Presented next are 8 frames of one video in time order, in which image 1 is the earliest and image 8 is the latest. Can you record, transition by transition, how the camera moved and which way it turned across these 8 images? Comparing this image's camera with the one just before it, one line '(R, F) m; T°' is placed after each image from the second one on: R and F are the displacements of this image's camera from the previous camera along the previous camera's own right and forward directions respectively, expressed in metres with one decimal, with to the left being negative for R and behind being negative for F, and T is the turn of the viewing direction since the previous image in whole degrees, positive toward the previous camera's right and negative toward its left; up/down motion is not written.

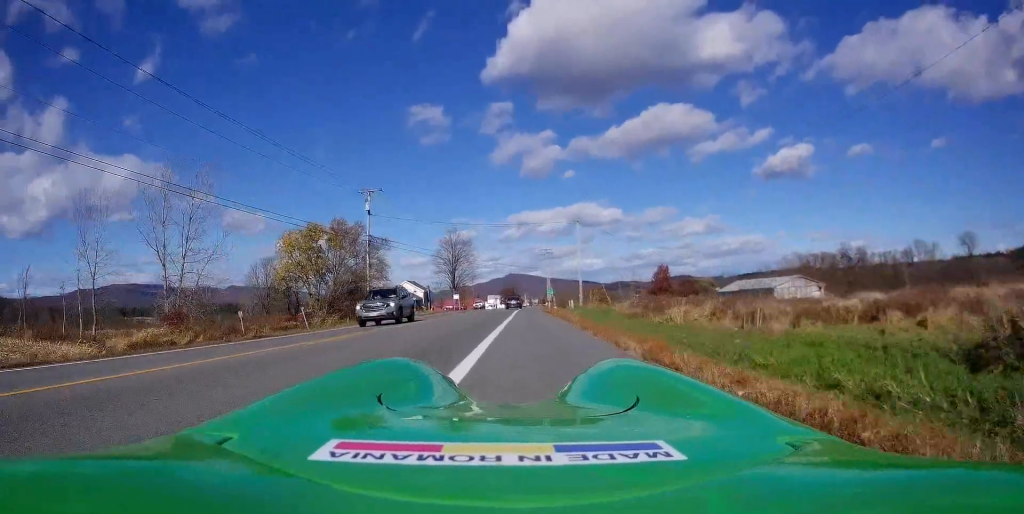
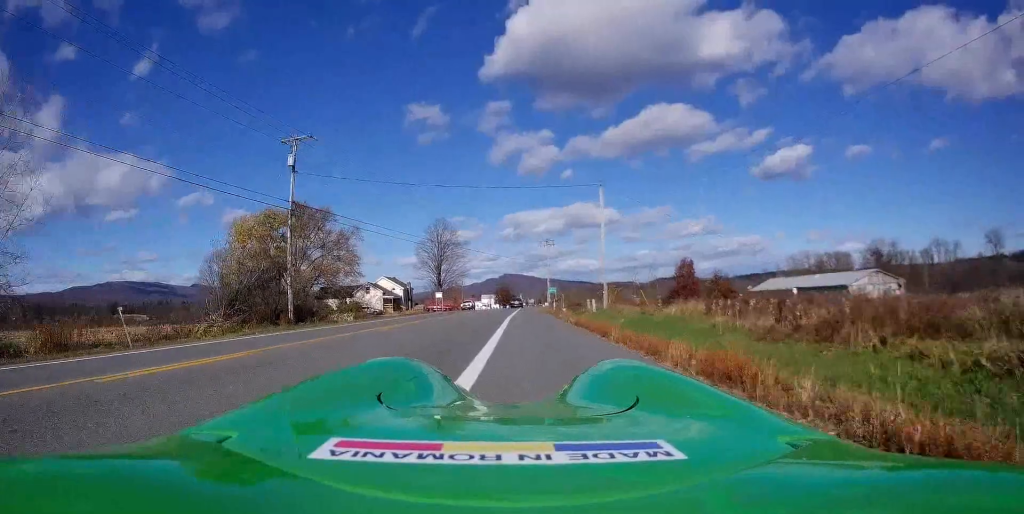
(+0.2, +18.2) m; 0°
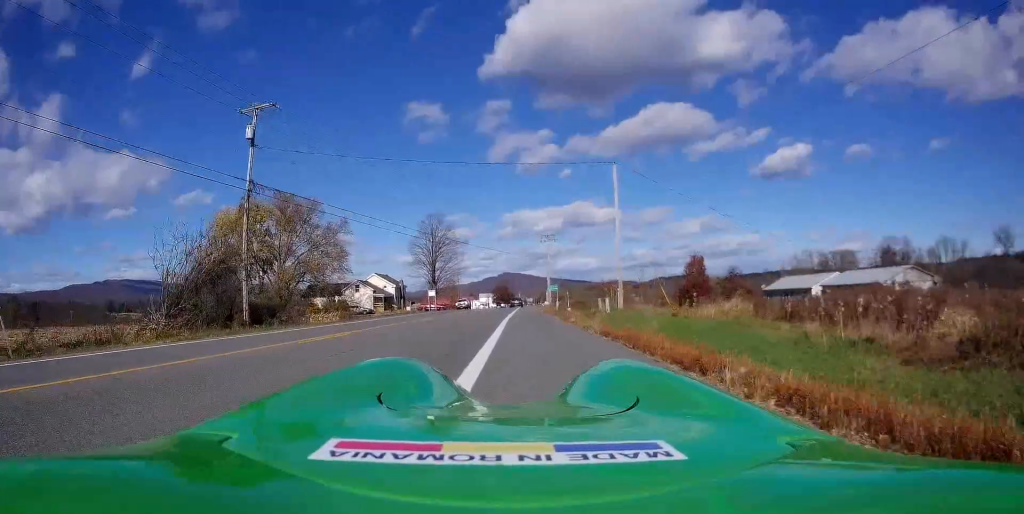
(-0.2, +6.1) m; 0°
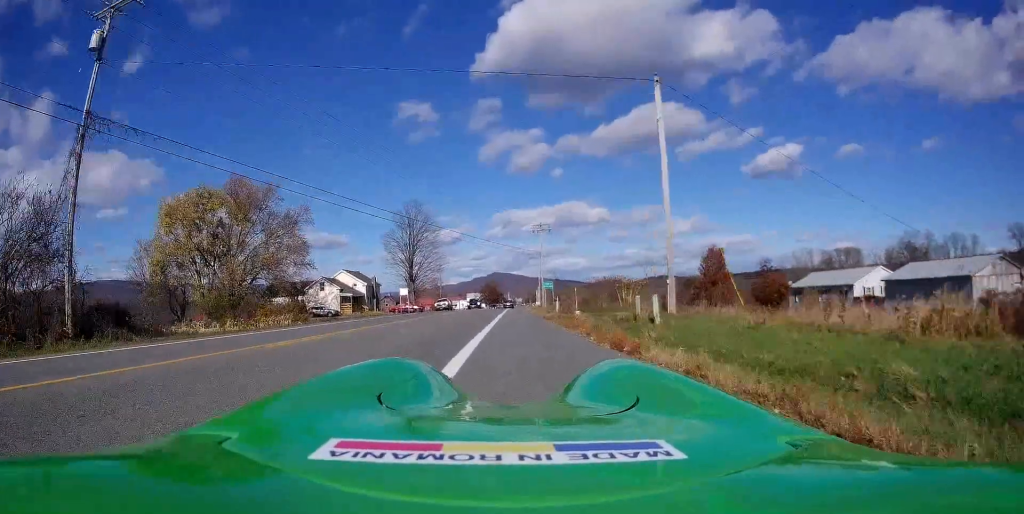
(+0.6, +12.7) m; +2°
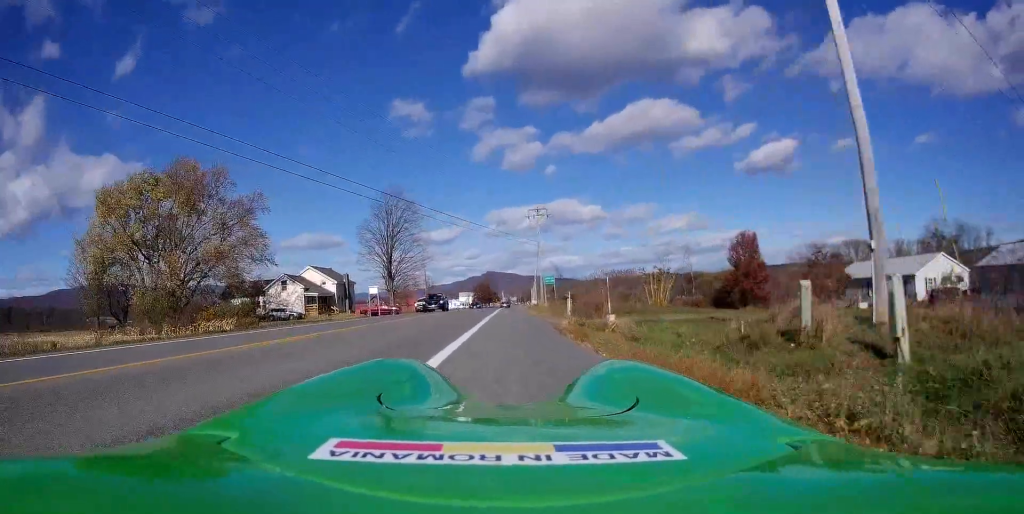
(-0.2, +12.7) m; 0°
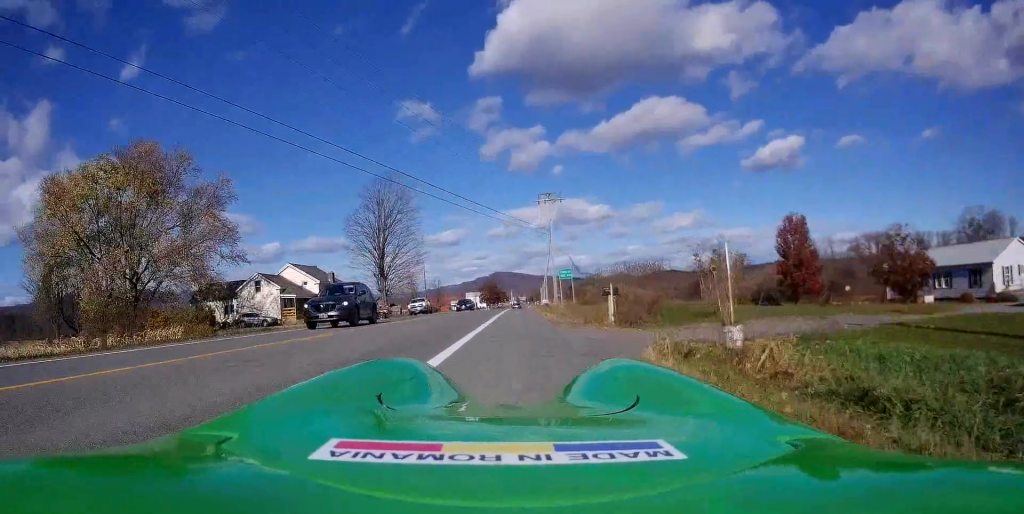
(+0.3, +10.1) m; 0°
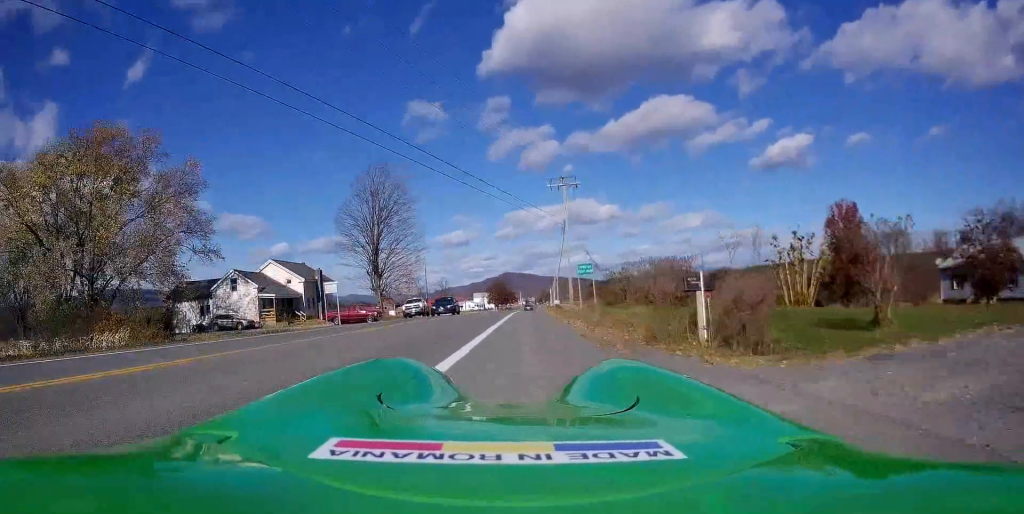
(-0.3, +7.6) m; -1°
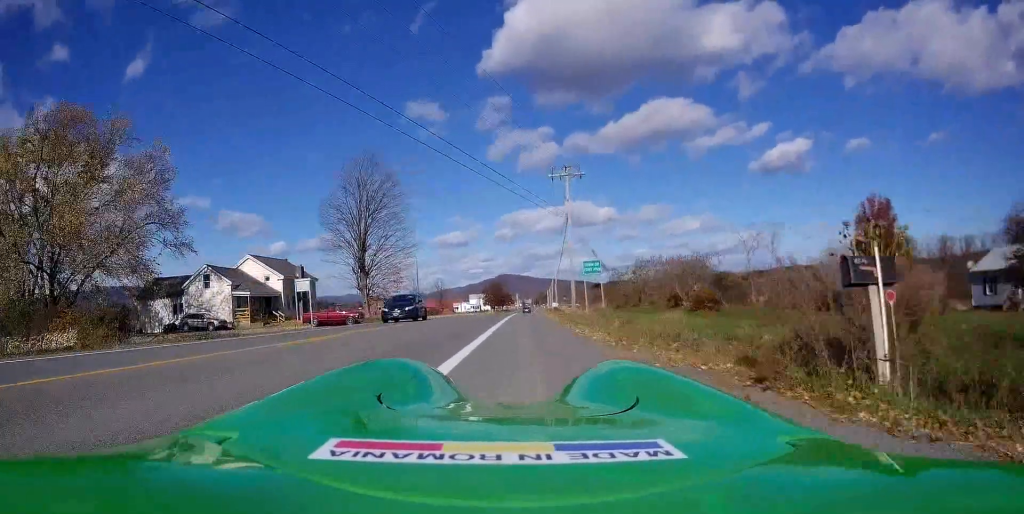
(-0.1, +5.1) m; -1°
